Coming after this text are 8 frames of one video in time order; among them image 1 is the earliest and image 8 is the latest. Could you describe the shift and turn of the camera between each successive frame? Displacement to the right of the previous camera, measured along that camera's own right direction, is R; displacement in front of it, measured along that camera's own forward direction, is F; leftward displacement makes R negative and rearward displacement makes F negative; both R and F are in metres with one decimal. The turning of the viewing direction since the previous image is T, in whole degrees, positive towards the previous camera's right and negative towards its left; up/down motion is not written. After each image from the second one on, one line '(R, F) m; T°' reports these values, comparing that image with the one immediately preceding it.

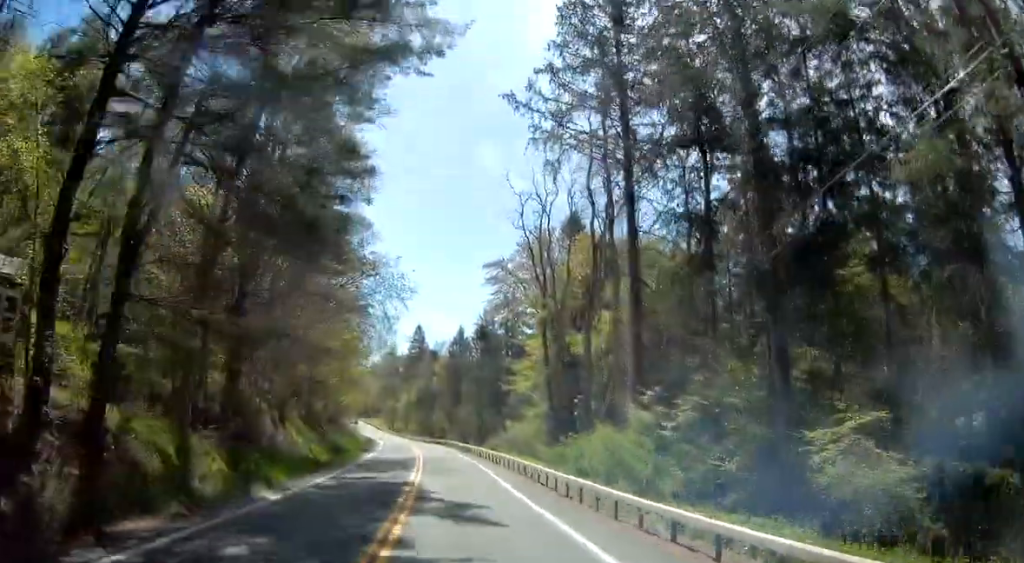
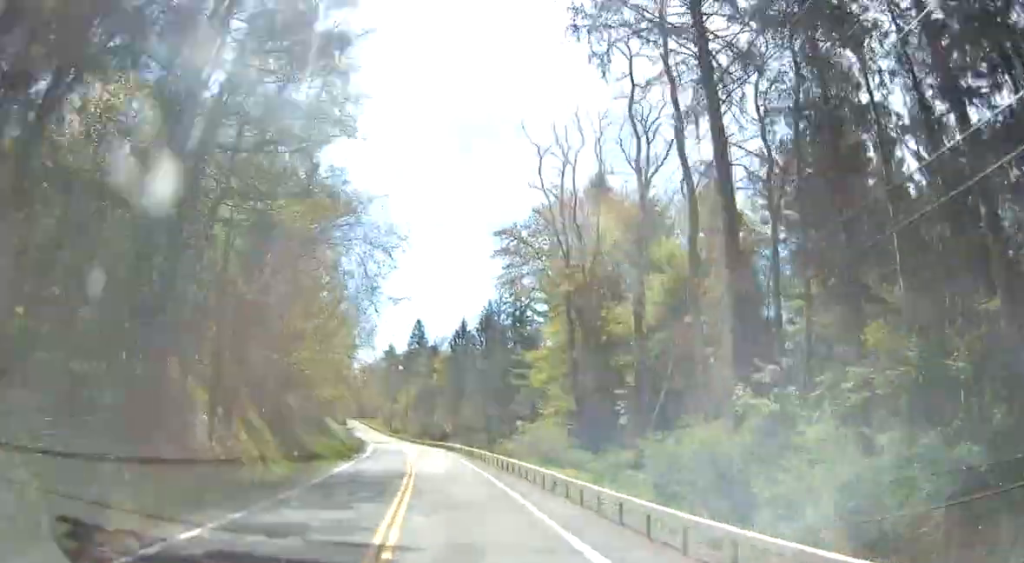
(+0.2, +11.7) m; 0°
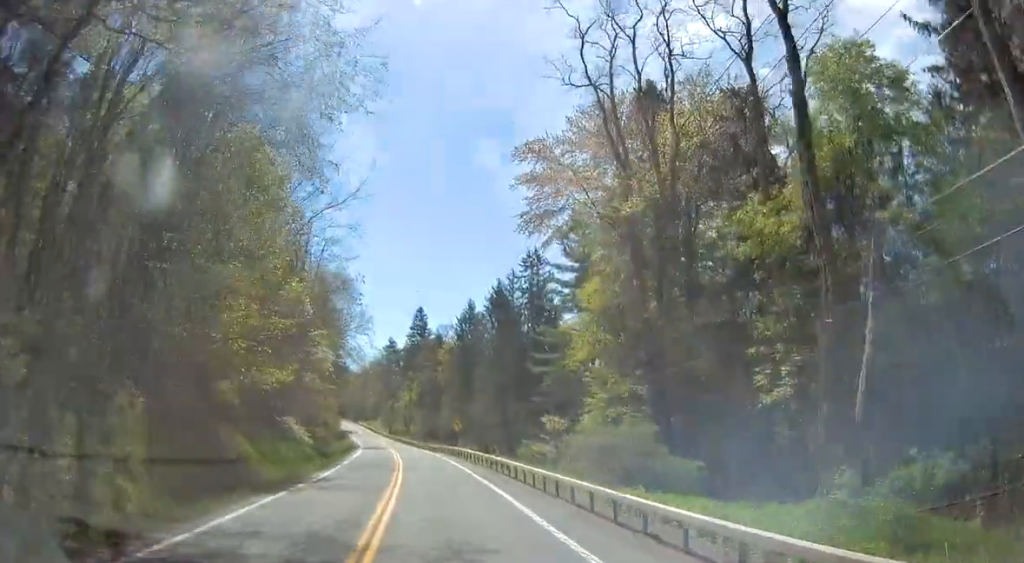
(0.0, +17.2) m; +4°
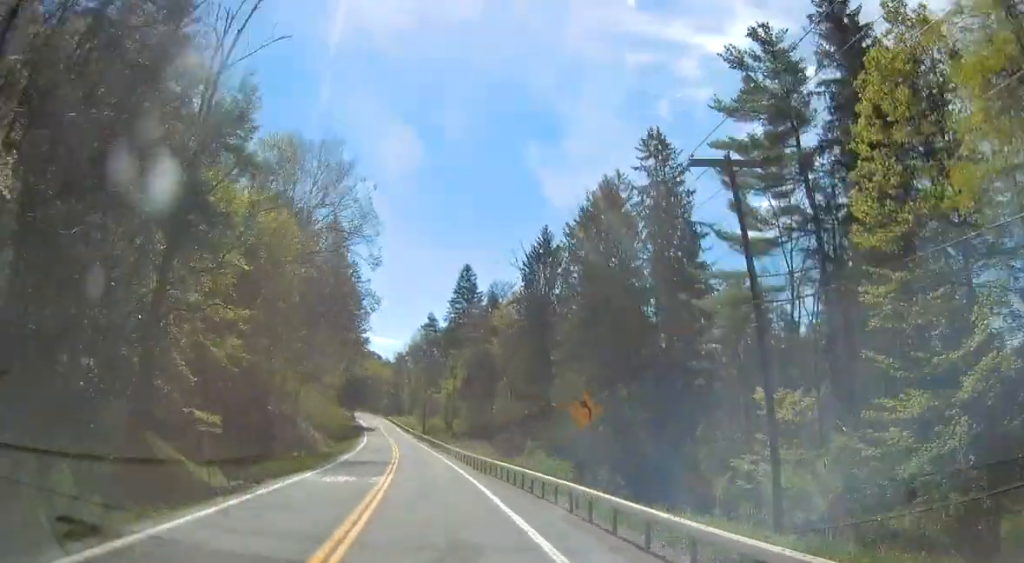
(-0.9, +37.8) m; -13°
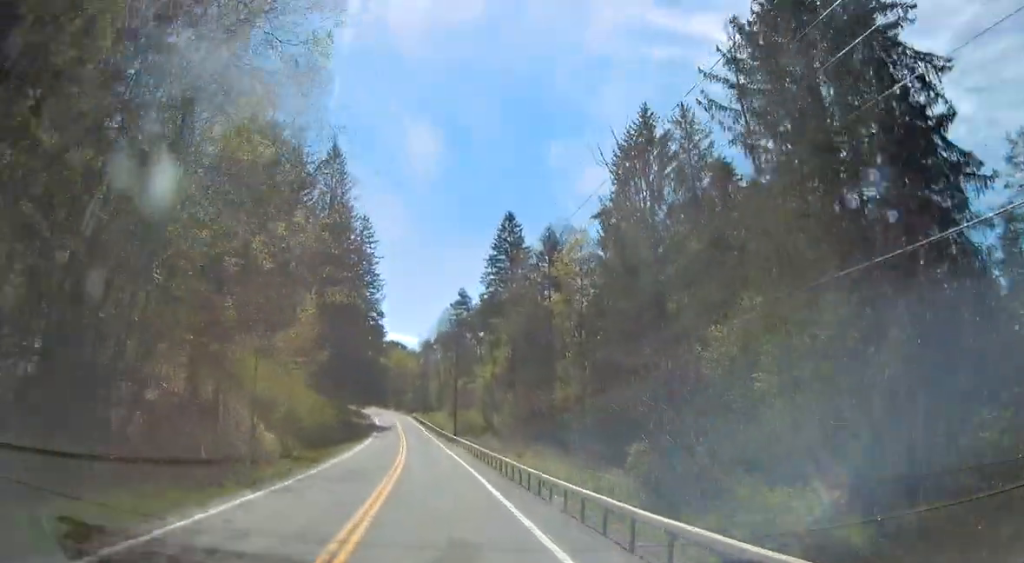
(-2.8, +28.5) m; -2°
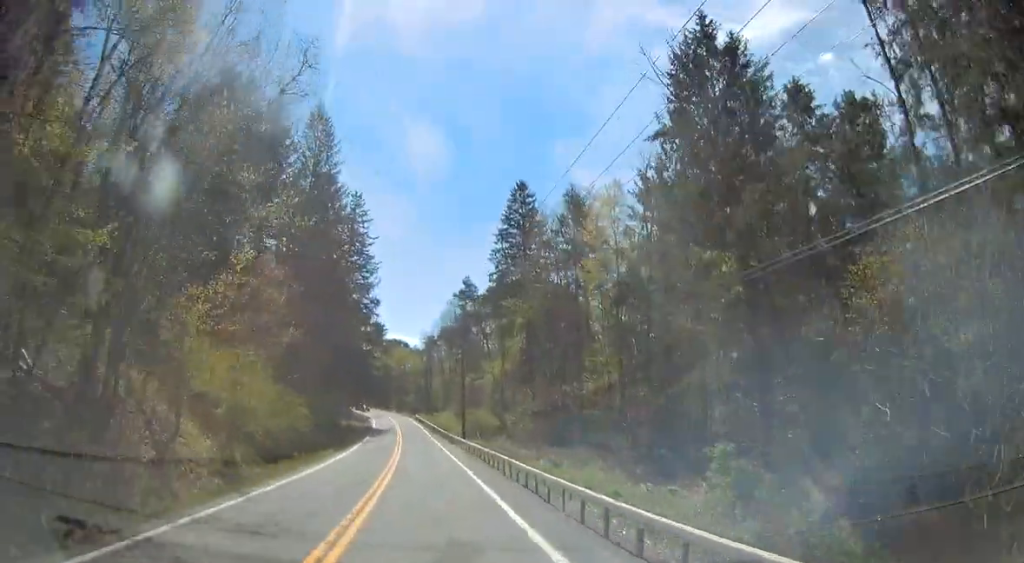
(+0.3, +12.2) m; -2°
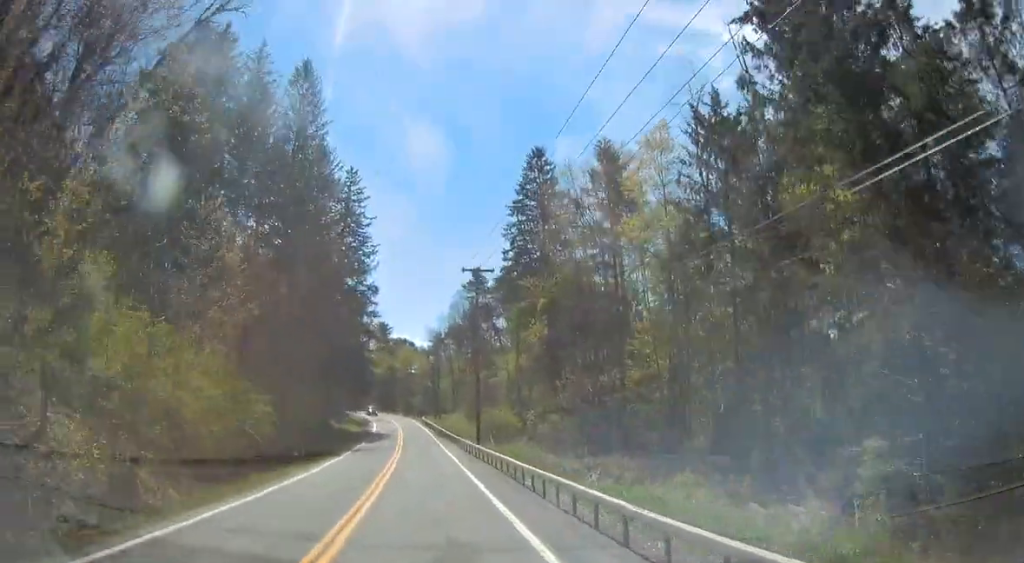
(+0.6, +10.7) m; -4°
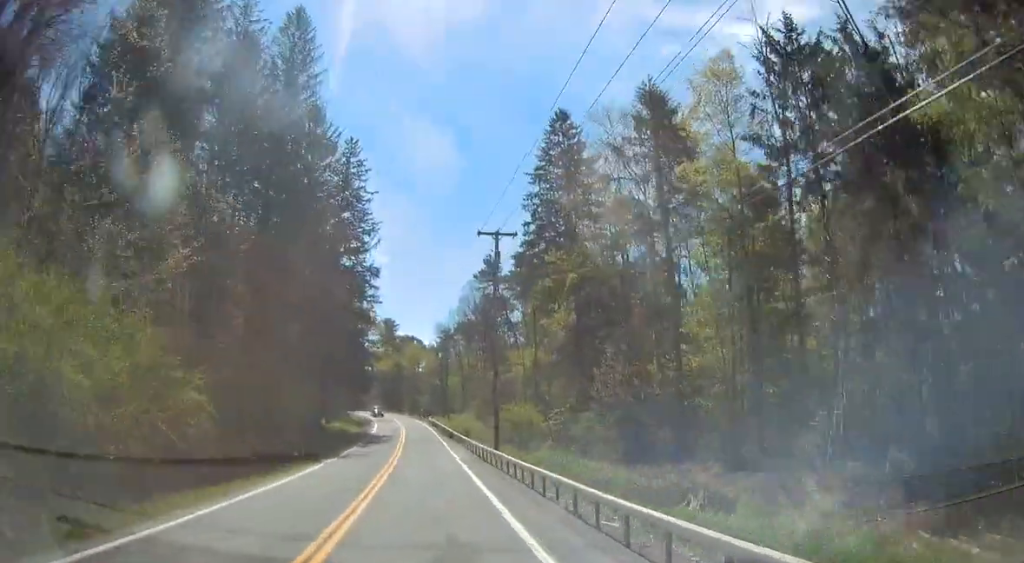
(-0.6, +8.9) m; 0°
